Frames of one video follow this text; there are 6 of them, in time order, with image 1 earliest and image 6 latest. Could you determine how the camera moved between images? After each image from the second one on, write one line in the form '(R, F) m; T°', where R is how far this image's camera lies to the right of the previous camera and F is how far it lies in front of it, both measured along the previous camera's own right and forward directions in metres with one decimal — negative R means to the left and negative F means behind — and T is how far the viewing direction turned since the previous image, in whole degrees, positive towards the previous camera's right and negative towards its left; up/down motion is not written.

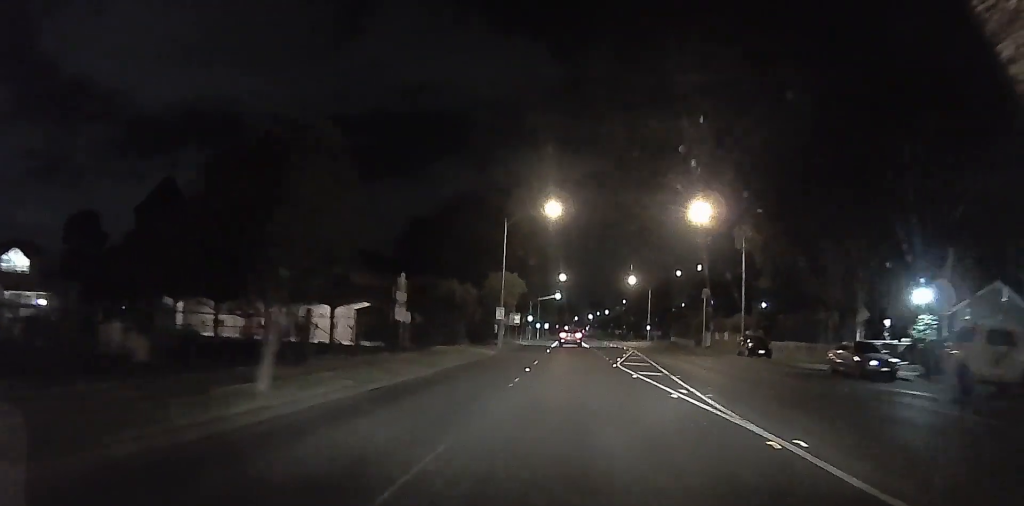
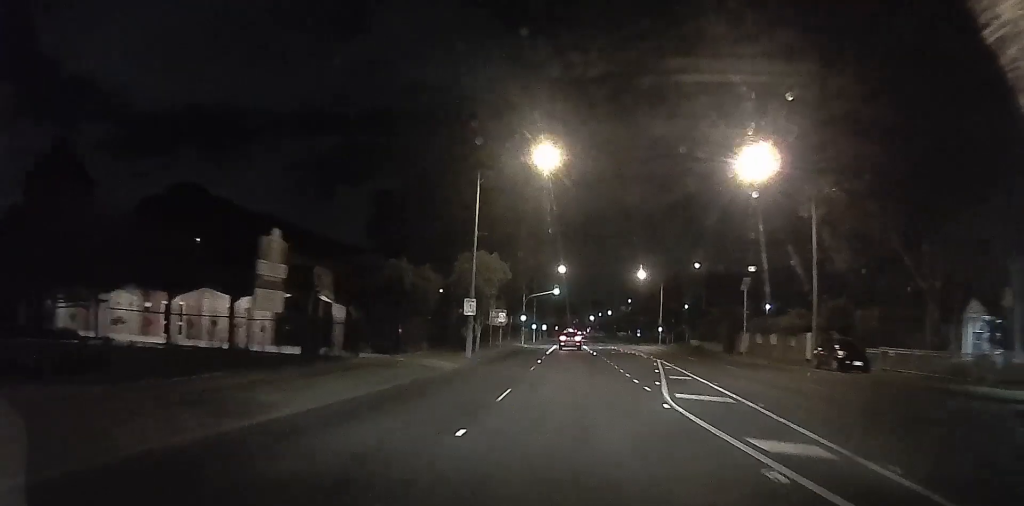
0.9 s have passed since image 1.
(0.0, +12.3) m; 0°
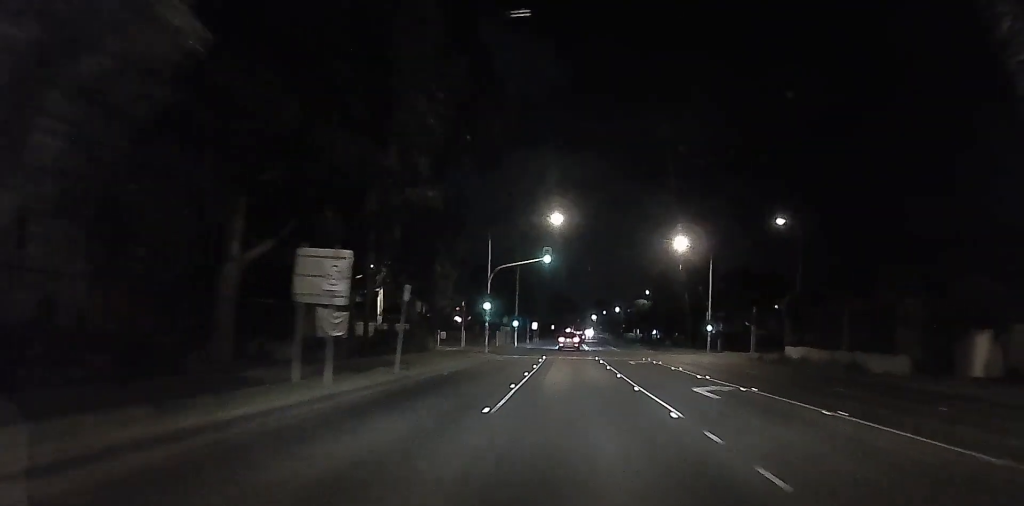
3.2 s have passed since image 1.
(0.0, +33.3) m; 0°
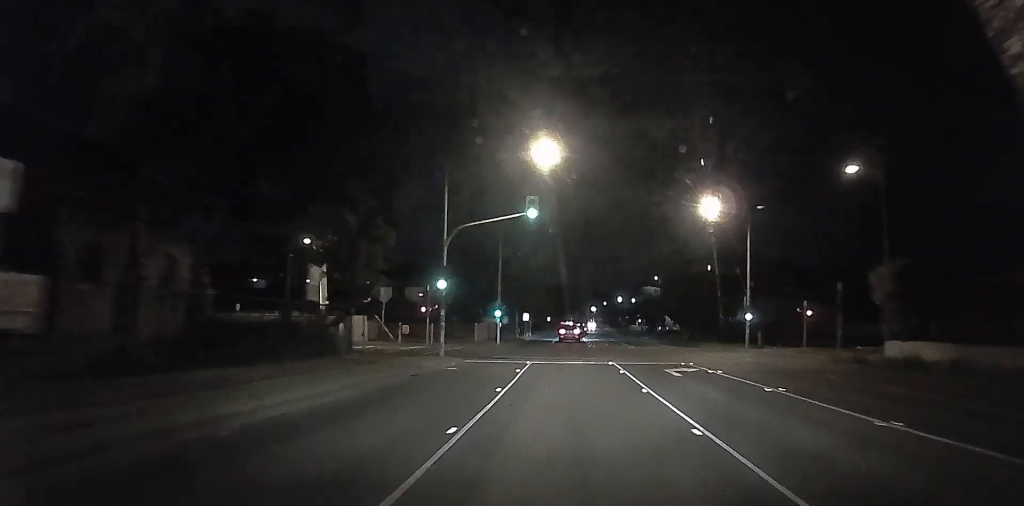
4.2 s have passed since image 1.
(0.0, +16.0) m; 0°
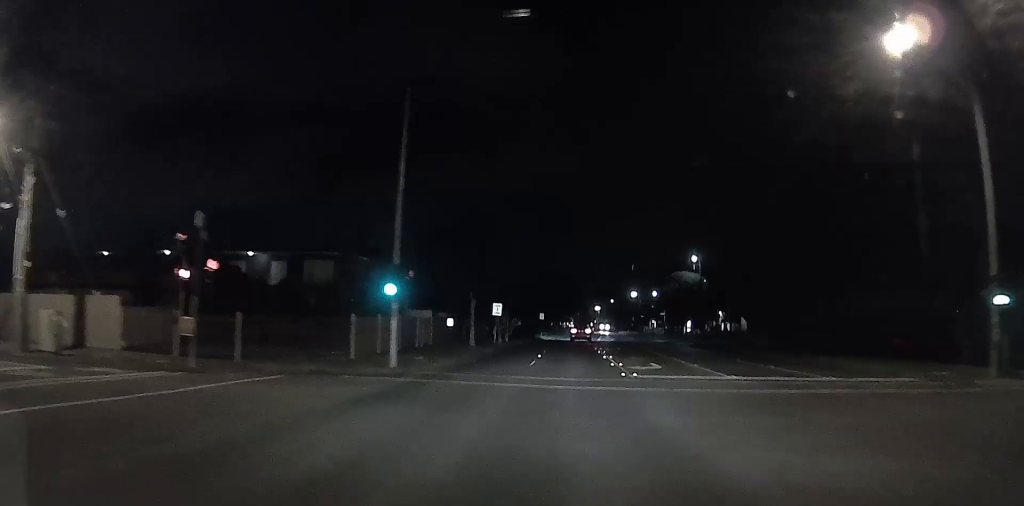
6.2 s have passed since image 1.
(+0.8, +35.7) m; +4°
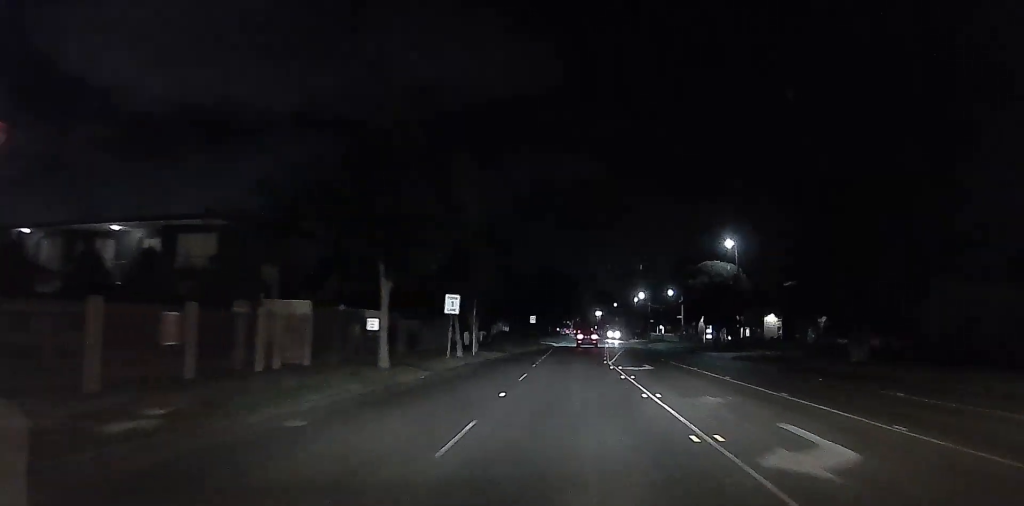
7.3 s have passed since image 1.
(+0.4, +17.2) m; +3°
